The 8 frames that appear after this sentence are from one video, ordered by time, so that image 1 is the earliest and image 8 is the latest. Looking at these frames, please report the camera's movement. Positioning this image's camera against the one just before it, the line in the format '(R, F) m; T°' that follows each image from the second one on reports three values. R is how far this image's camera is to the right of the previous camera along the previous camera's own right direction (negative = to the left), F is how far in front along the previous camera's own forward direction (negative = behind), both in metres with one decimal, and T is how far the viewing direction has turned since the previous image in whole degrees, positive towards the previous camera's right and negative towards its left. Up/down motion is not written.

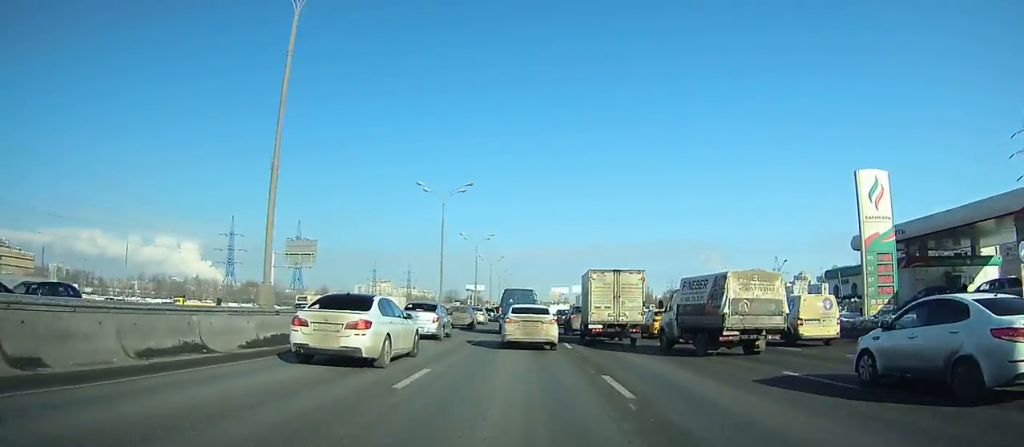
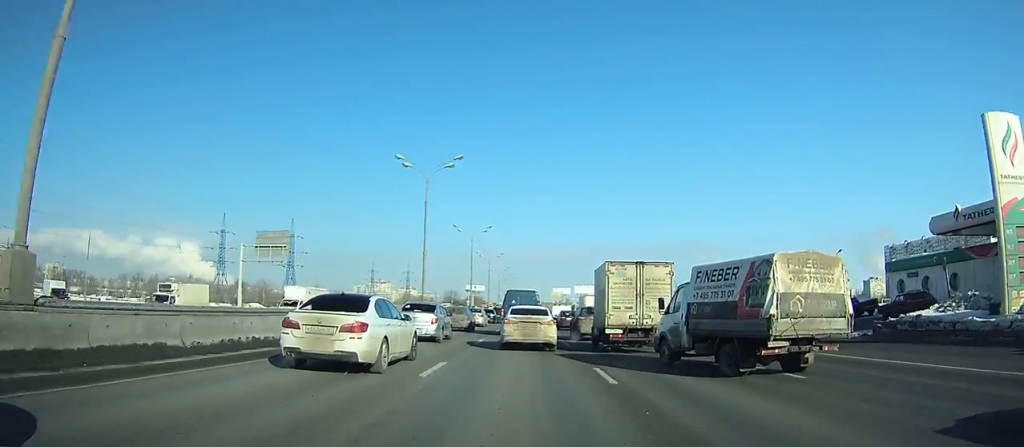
(0.0, +11.0) m; 0°
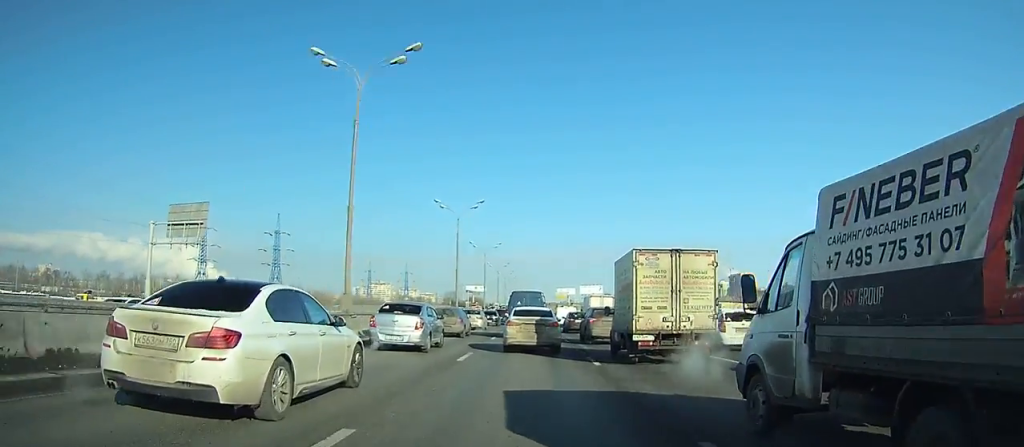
(-0.2, +20.6) m; -1°
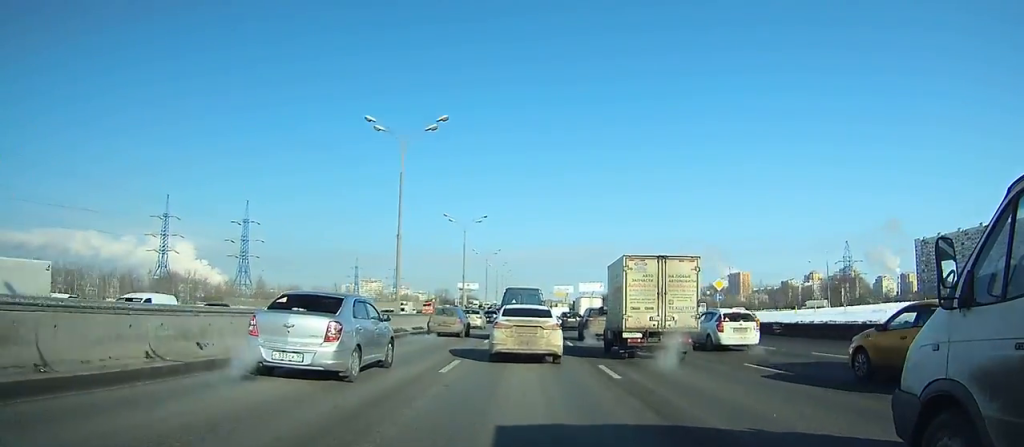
(+0.2, +25.9) m; +2°
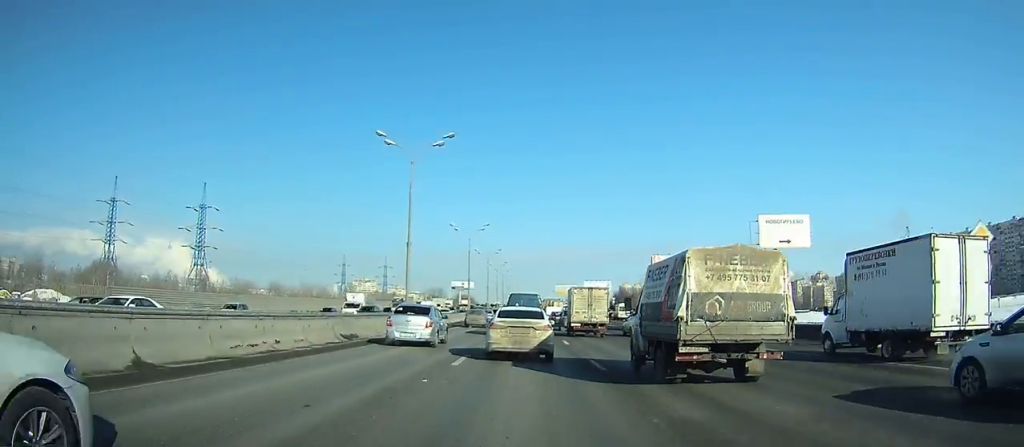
(+0.6, +36.5) m; +1°
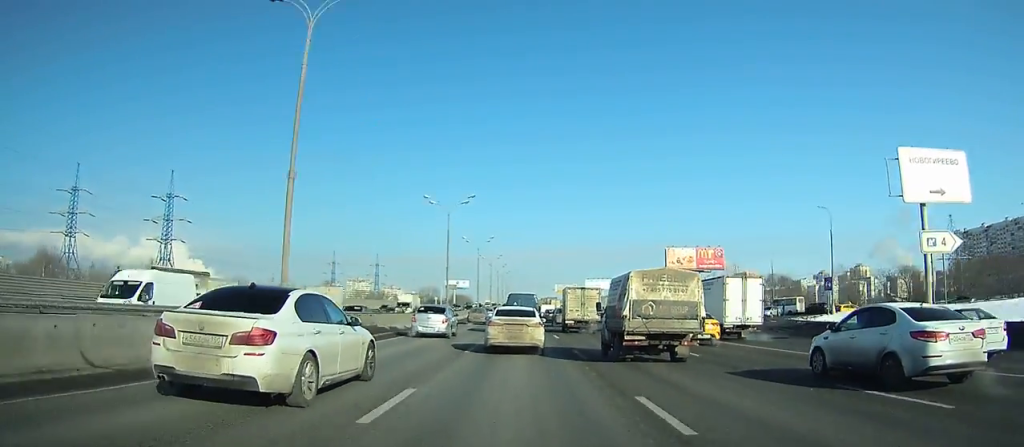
(-0.1, +19.3) m; -1°
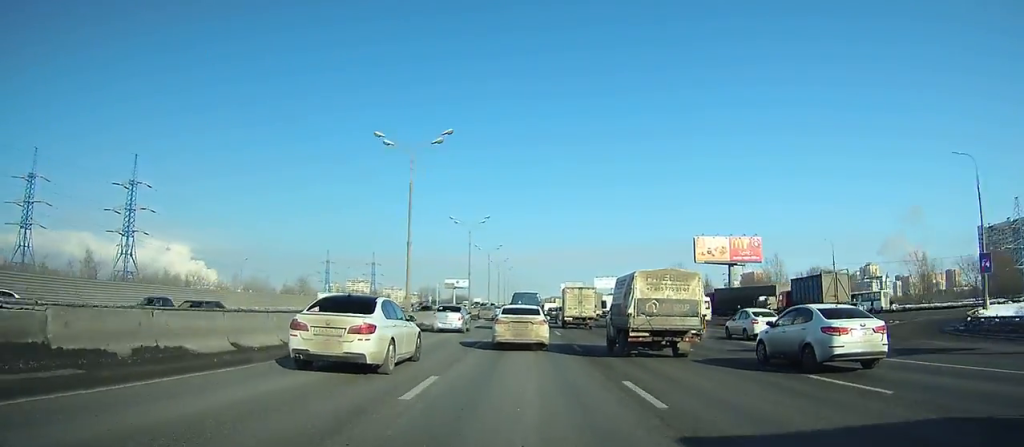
(-0.1, +20.9) m; 0°
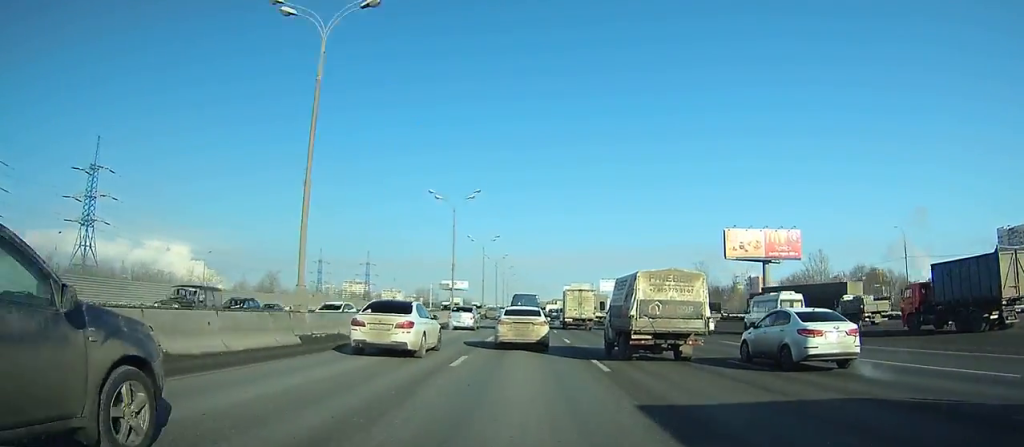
(-0.1, +18.2) m; 0°
